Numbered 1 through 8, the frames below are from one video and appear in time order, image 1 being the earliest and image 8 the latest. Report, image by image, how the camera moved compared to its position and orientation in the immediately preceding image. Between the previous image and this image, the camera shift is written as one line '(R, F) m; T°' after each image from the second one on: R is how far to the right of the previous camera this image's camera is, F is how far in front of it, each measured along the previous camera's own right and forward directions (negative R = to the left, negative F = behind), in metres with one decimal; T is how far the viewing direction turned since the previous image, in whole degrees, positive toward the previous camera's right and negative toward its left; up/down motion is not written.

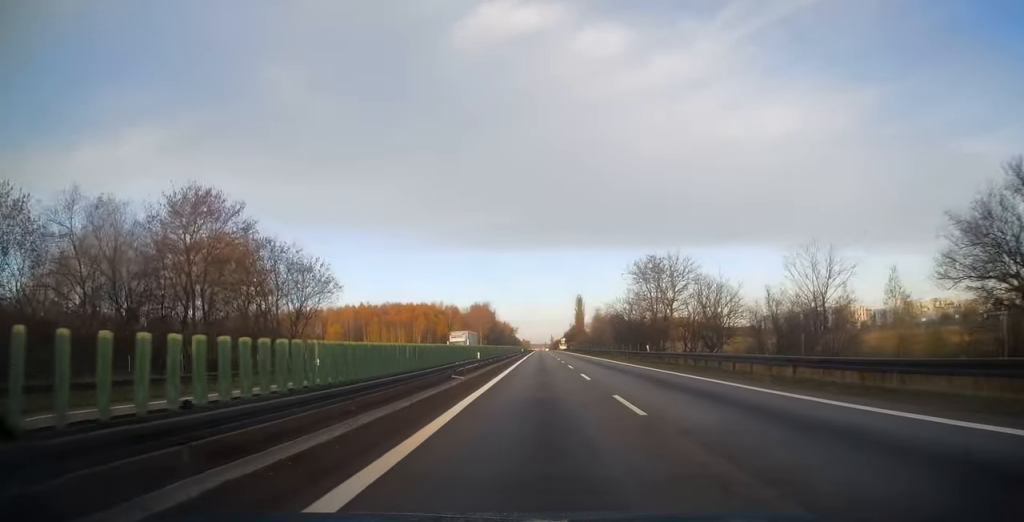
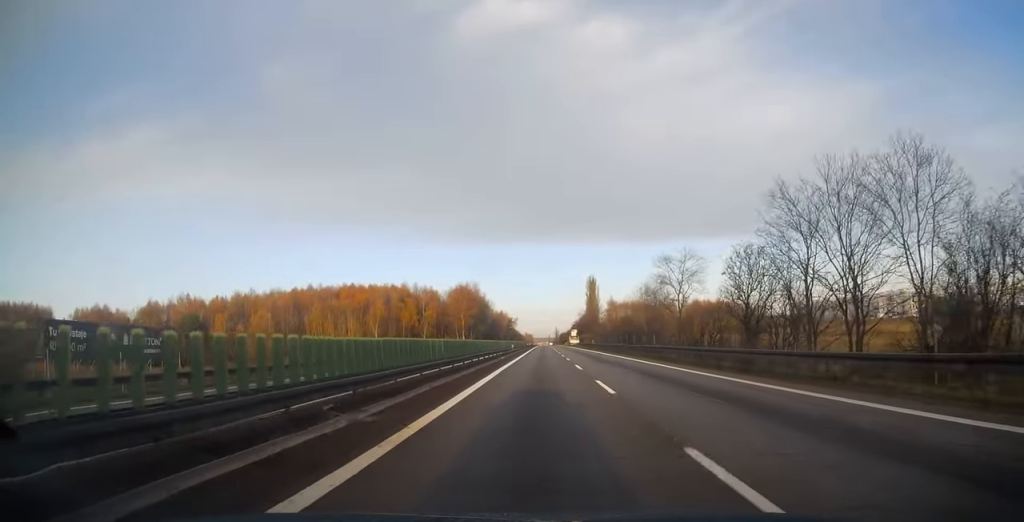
(-0.3, +56.3) m; -1°
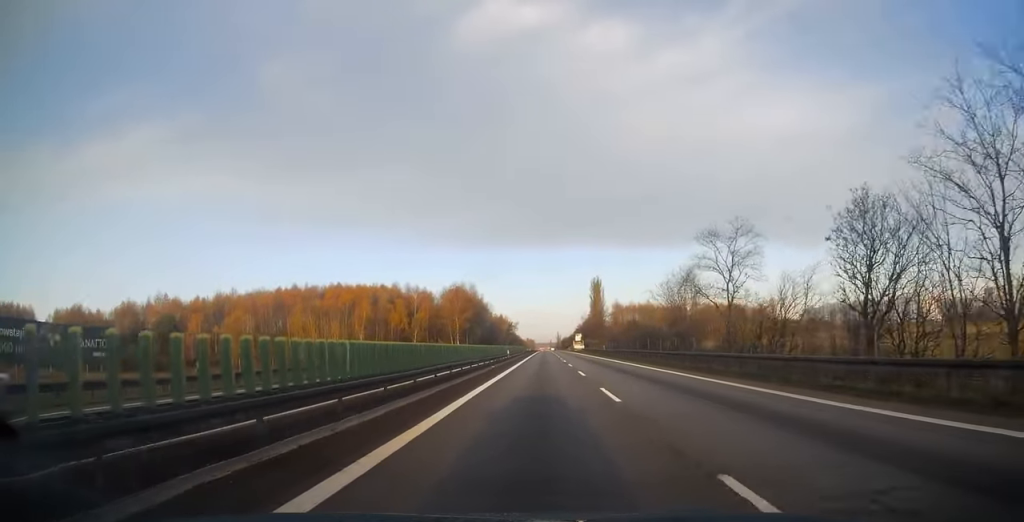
(0.0, +13.2) m; 0°
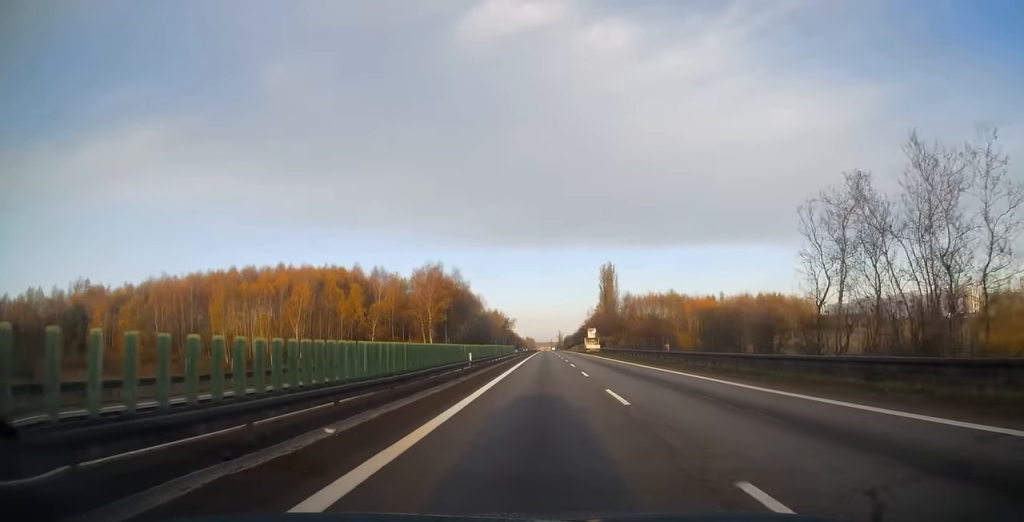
(-0.1, +36.5) m; 0°
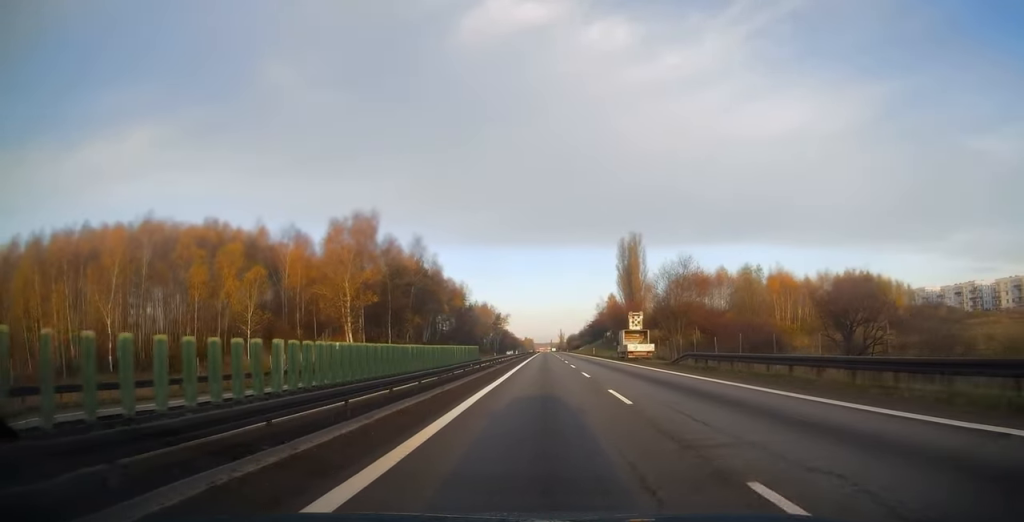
(+0.4, +47.5) m; 0°
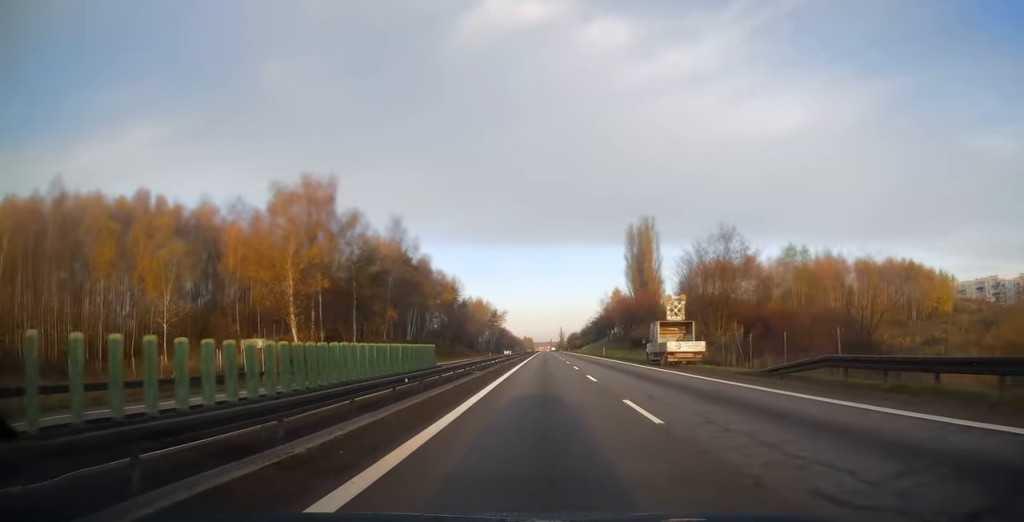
(-0.2, +15.6) m; 0°
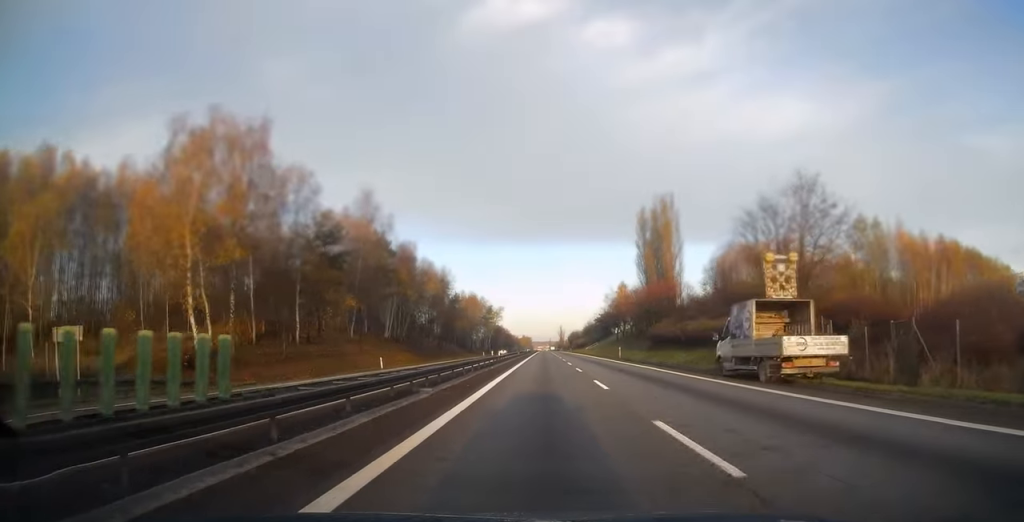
(-0.1, +16.2) m; 0°
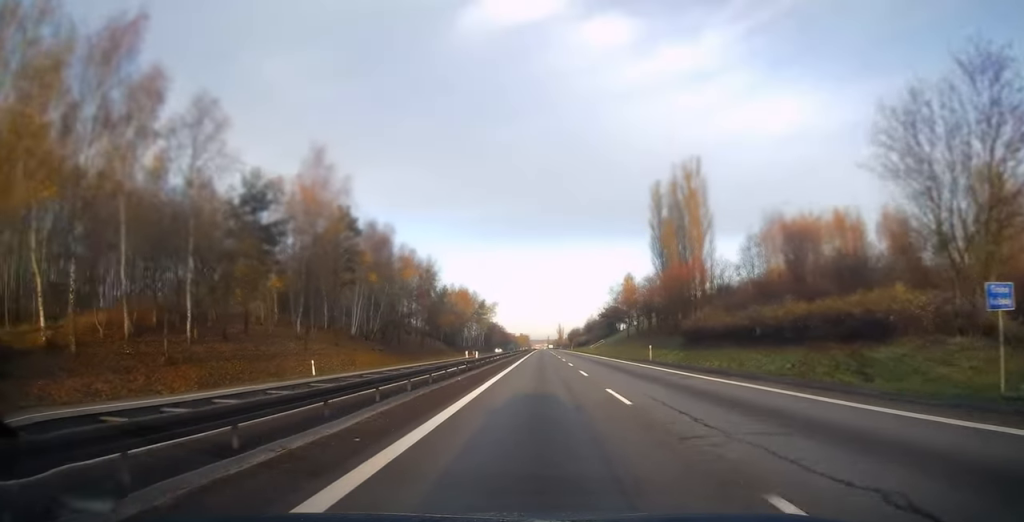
(+0.2, +17.3) m; 0°
